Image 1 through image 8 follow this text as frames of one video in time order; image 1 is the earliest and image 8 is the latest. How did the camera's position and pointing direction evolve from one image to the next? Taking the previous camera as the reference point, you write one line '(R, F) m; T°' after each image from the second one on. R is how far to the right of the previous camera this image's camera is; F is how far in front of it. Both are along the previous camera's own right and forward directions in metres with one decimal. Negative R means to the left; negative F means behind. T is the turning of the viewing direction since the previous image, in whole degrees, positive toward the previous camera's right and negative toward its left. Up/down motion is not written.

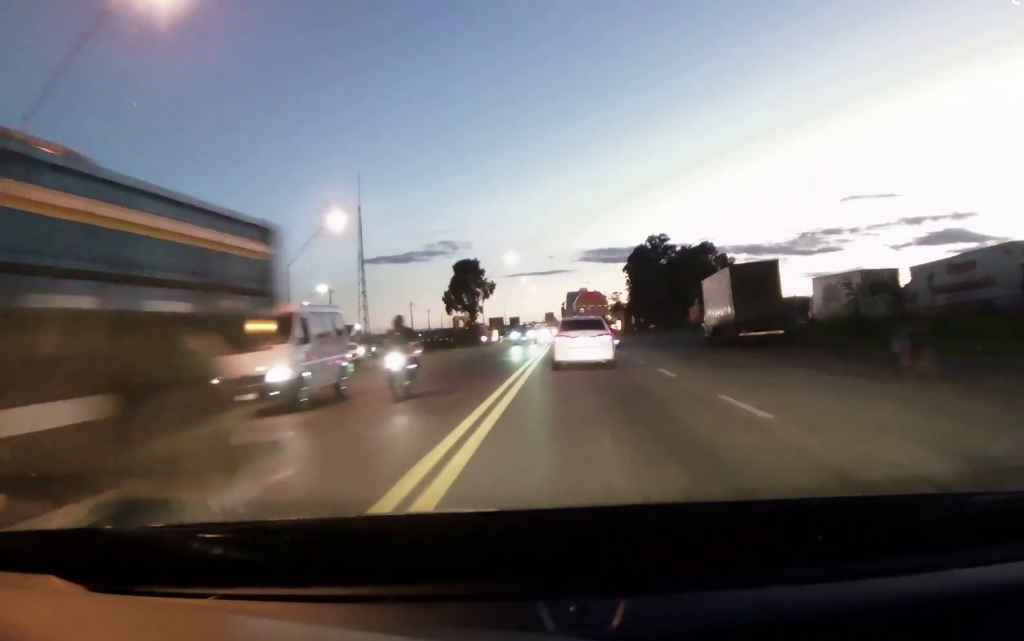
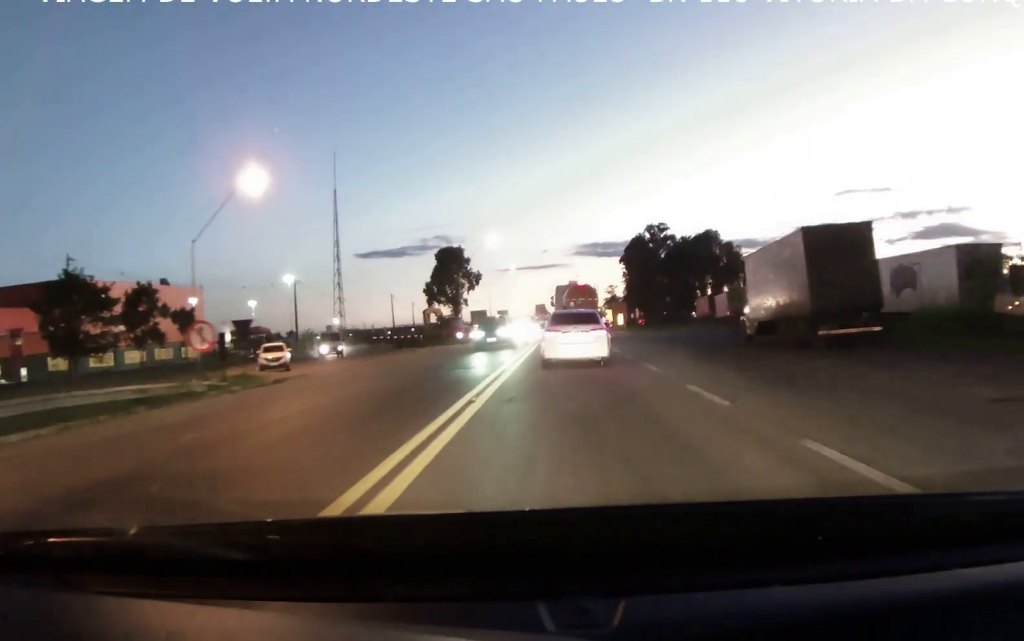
(+0.3, +13.0) m; 0°
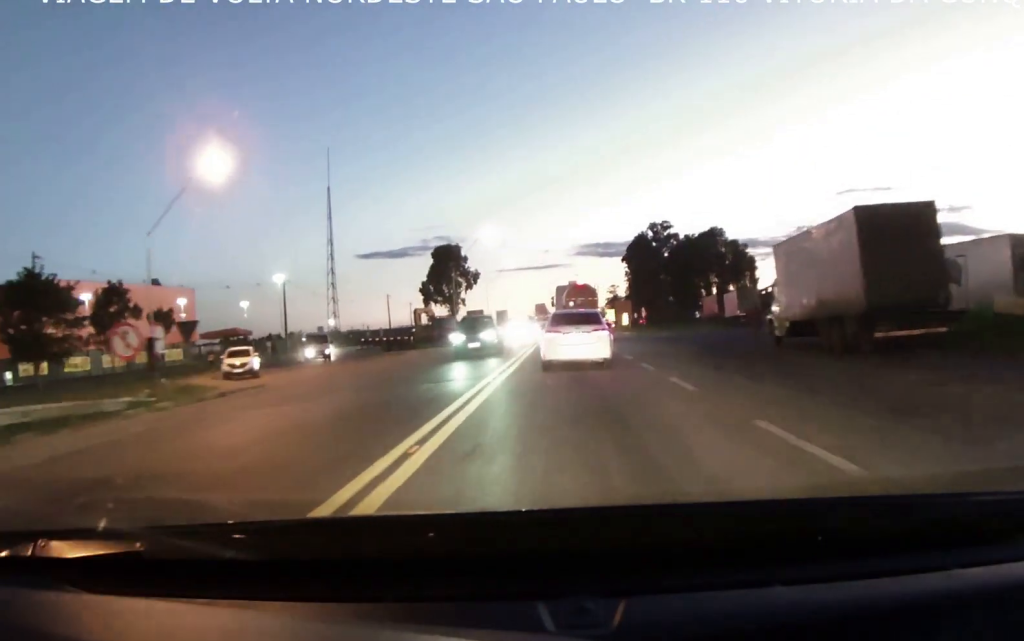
(-0.1, +4.9) m; -1°
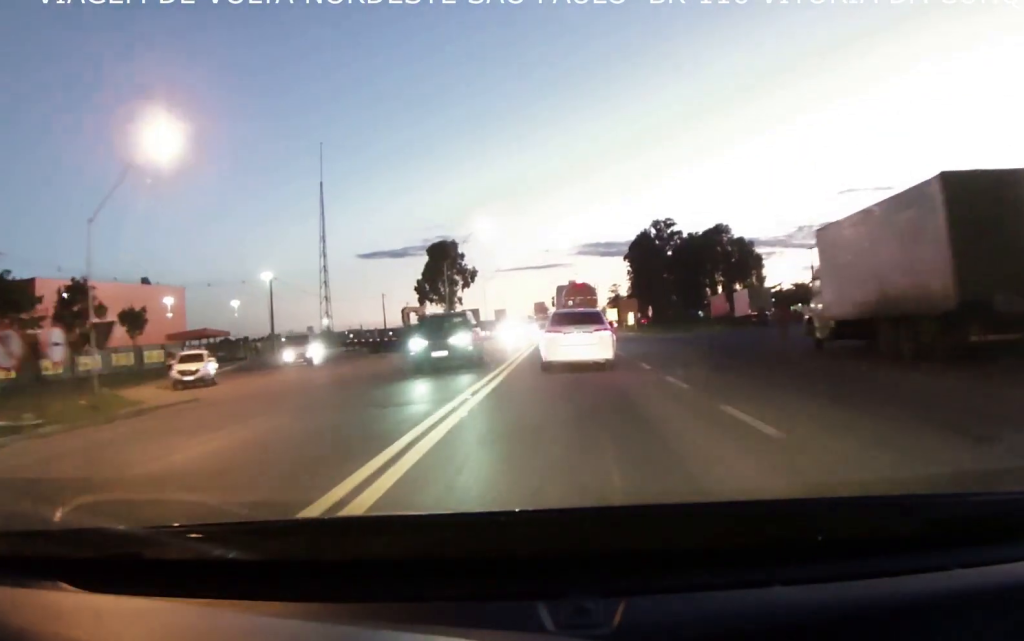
(0.0, +5.4) m; 0°
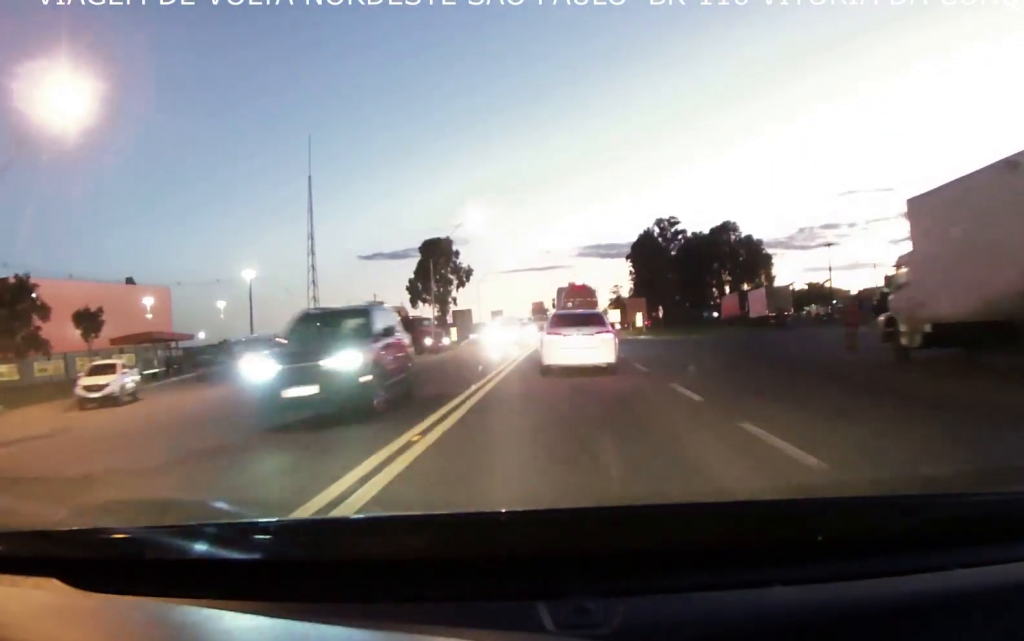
(+0.1, +7.4) m; 0°
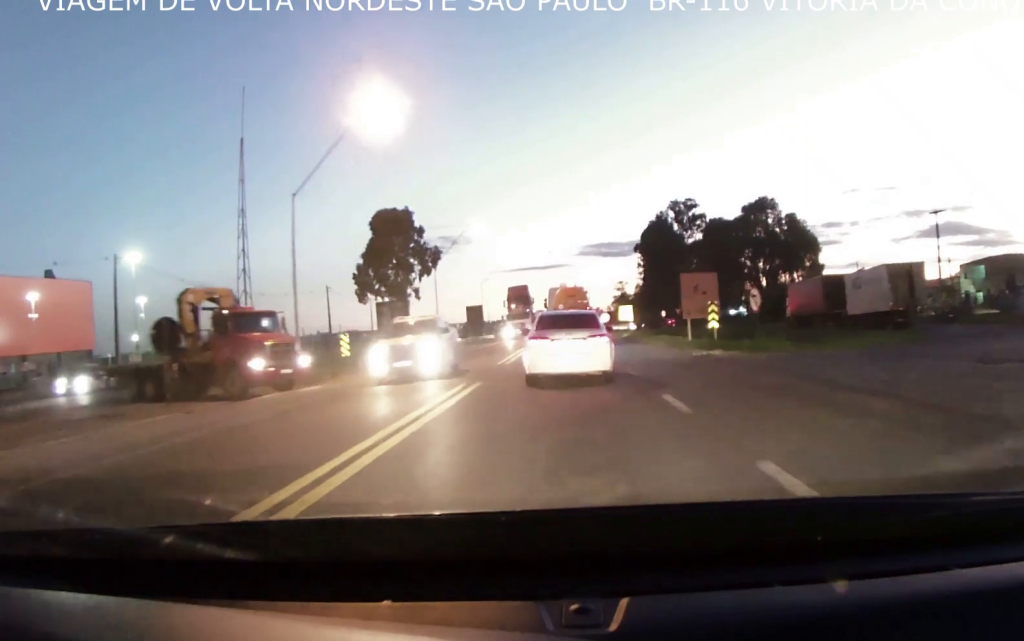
(+0.4, +32.0) m; -1°
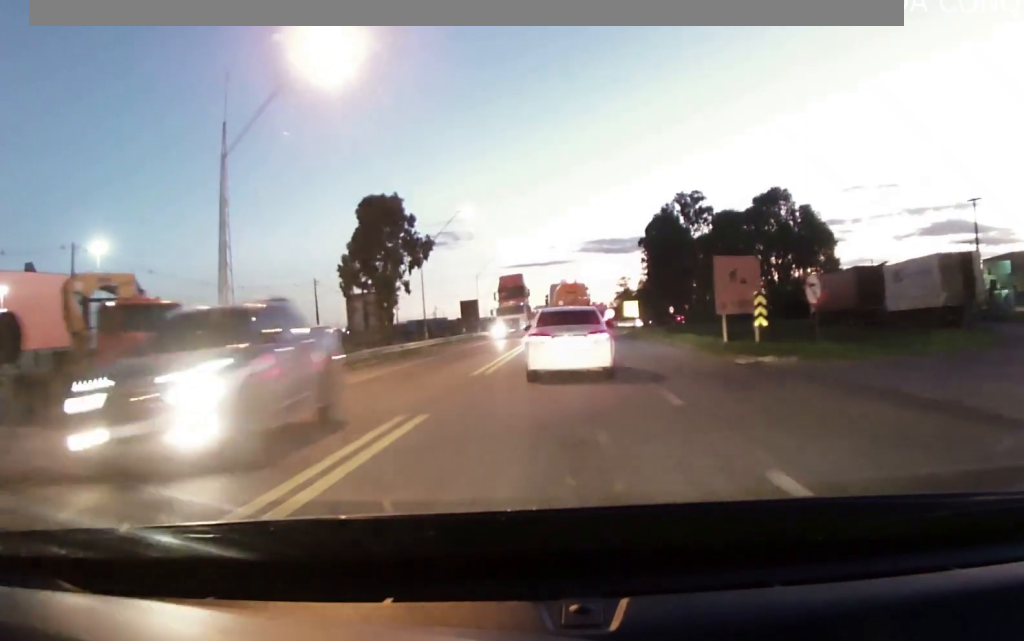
(-0.1, +6.9) m; 0°
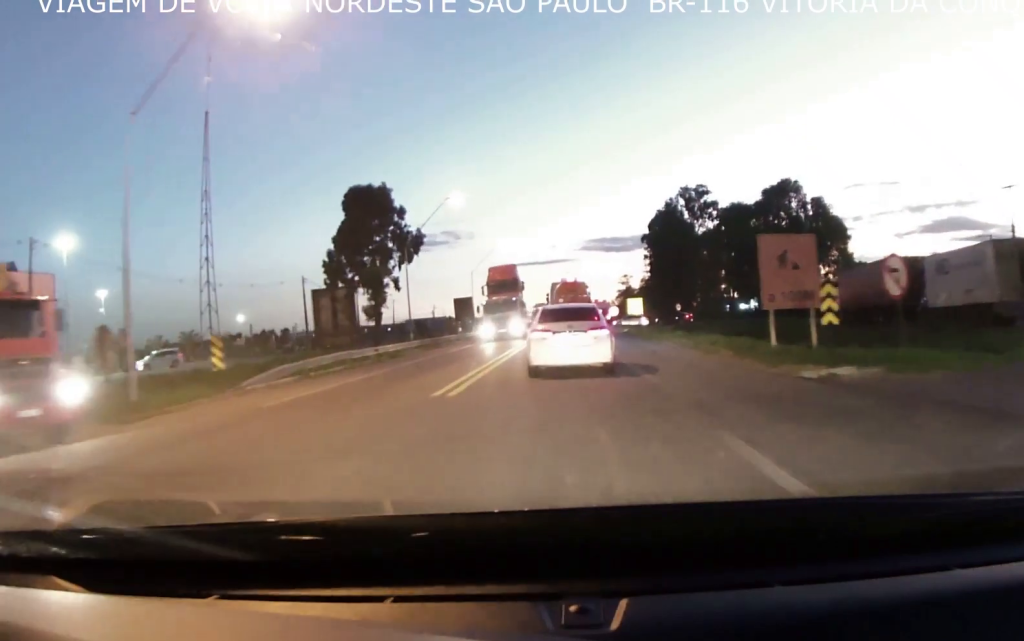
(0.0, +5.8) m; 0°
